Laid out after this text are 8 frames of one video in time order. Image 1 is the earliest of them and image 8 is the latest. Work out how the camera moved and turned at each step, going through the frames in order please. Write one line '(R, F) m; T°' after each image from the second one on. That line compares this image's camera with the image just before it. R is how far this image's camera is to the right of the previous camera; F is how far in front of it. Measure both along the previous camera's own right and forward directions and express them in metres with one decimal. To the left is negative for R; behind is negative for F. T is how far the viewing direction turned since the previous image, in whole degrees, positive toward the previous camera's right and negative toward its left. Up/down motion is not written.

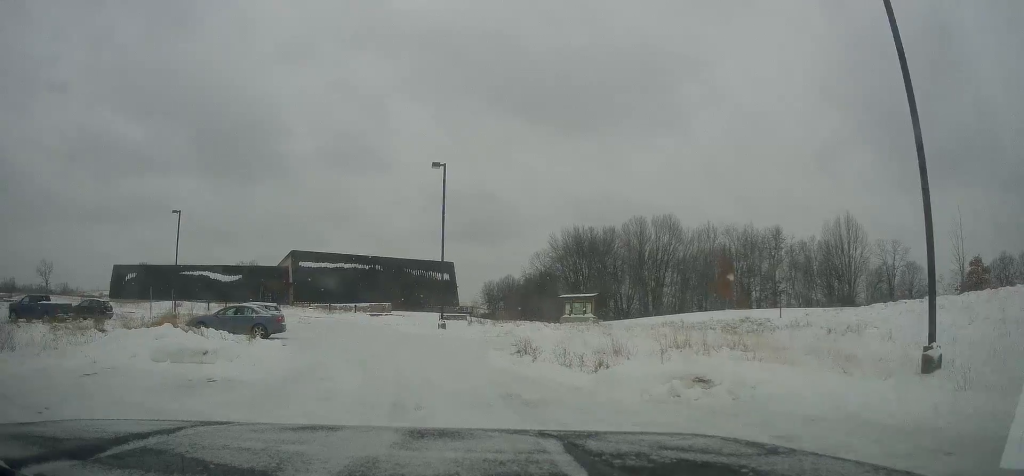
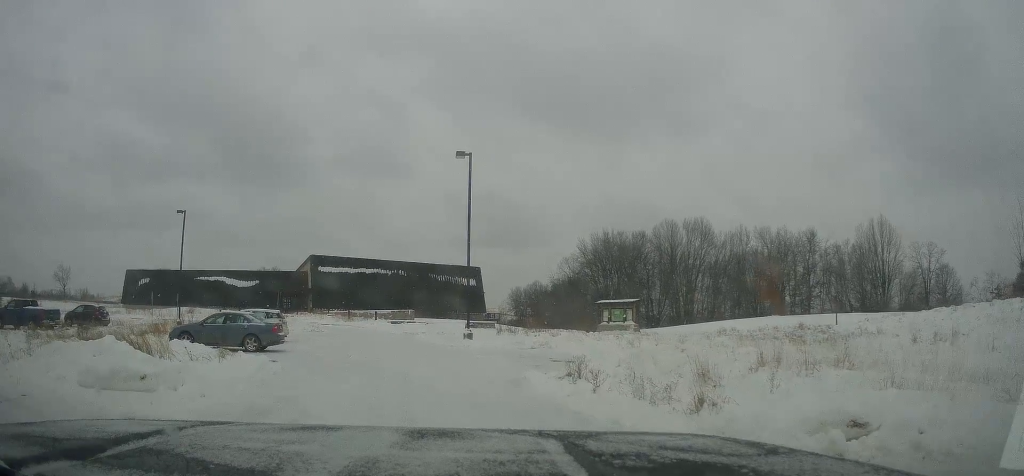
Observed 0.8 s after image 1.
(-0.5, +3.9) m; -4°
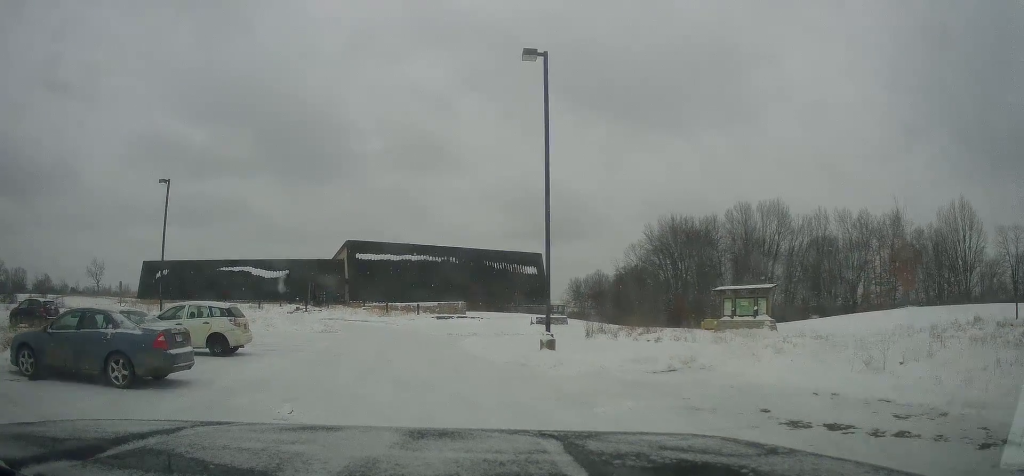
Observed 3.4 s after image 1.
(-0.5, +12.2) m; -8°
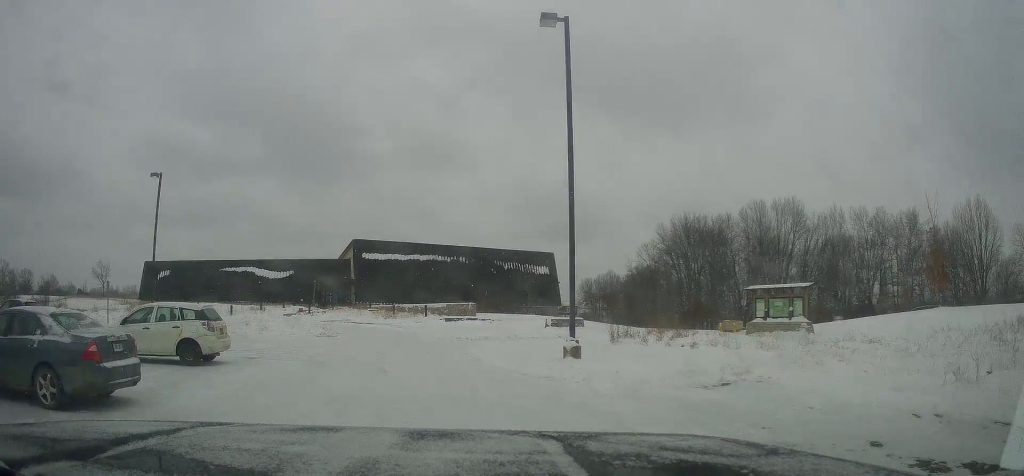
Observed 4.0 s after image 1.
(+0.2, +2.8) m; +1°
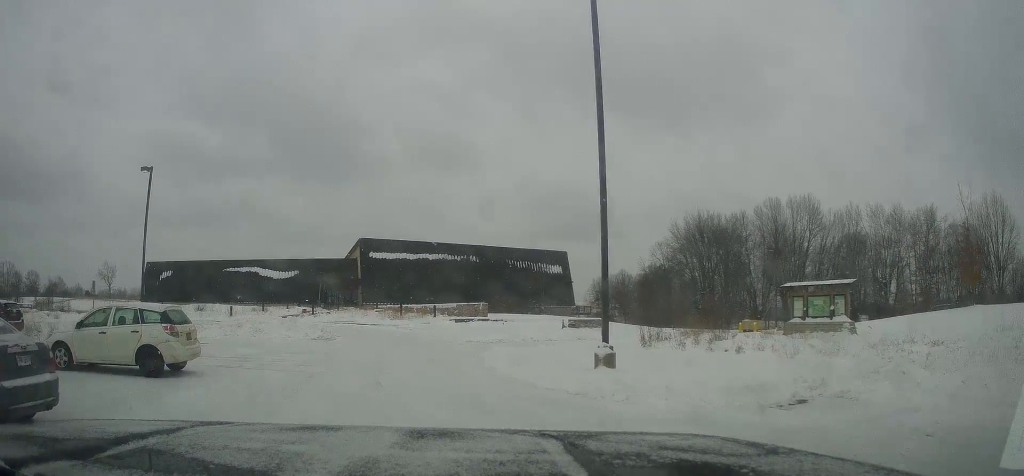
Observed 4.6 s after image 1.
(+0.1, +2.9) m; 0°
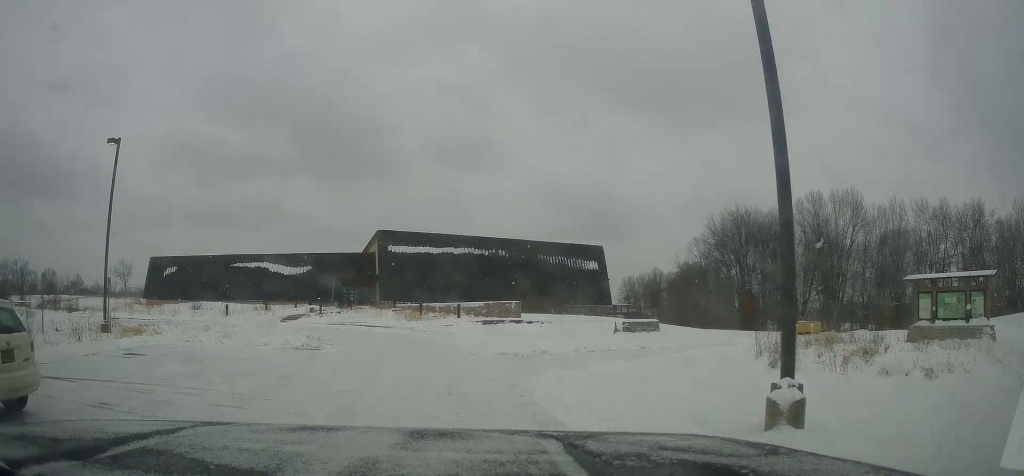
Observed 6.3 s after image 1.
(-0.3, +7.7) m; +2°
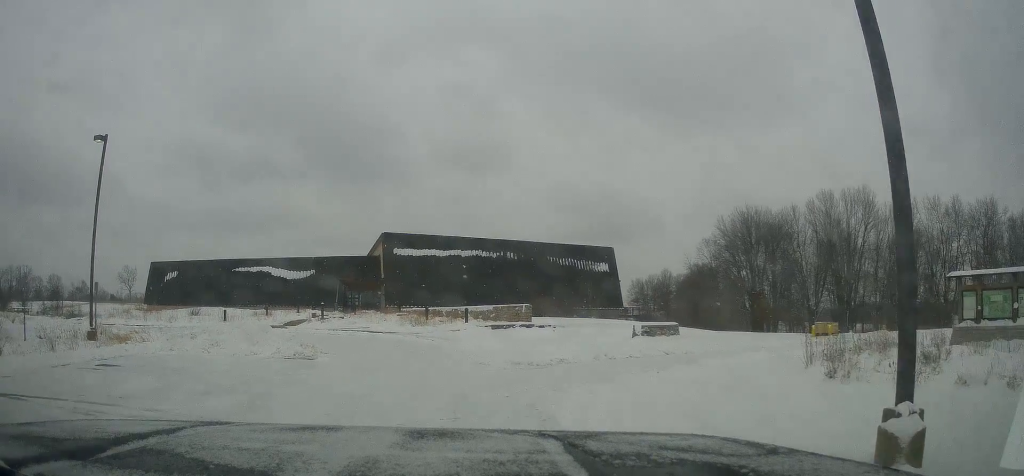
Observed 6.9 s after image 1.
(+0.2, +2.0) m; 0°
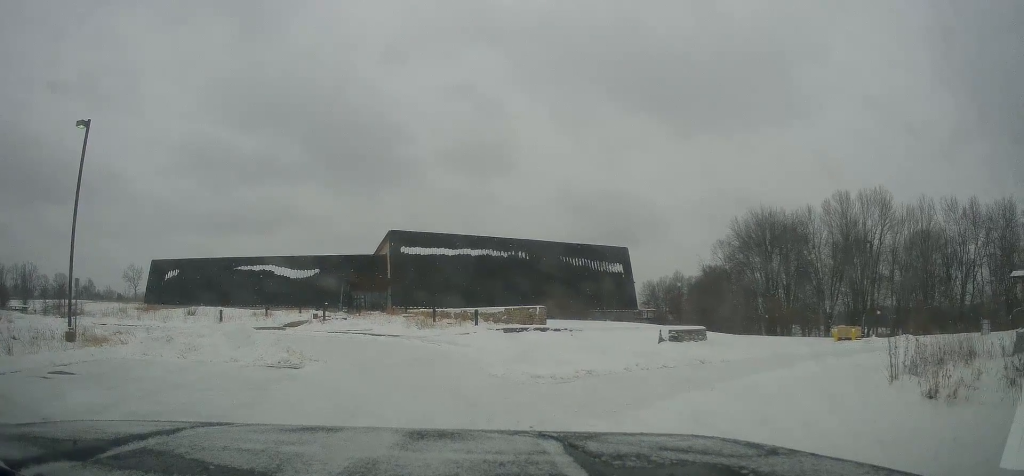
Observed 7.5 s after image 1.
(+0.1, +2.5) m; -3°
